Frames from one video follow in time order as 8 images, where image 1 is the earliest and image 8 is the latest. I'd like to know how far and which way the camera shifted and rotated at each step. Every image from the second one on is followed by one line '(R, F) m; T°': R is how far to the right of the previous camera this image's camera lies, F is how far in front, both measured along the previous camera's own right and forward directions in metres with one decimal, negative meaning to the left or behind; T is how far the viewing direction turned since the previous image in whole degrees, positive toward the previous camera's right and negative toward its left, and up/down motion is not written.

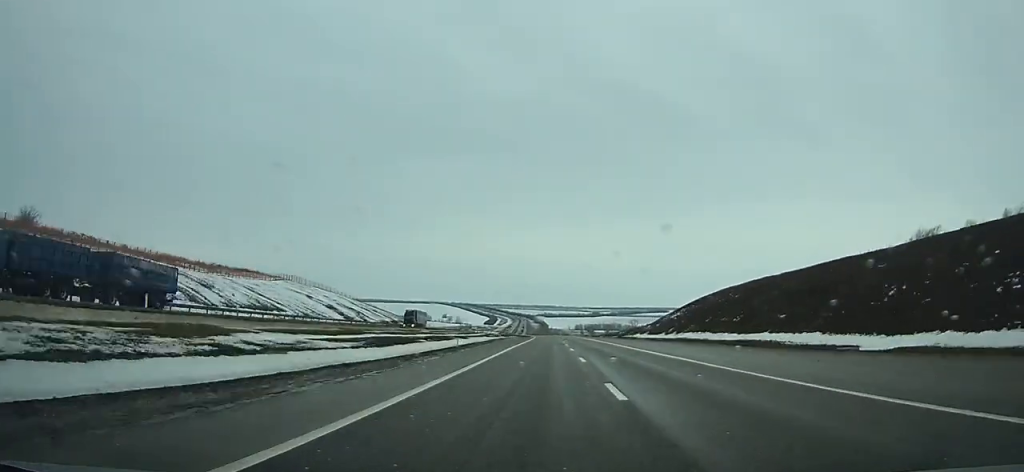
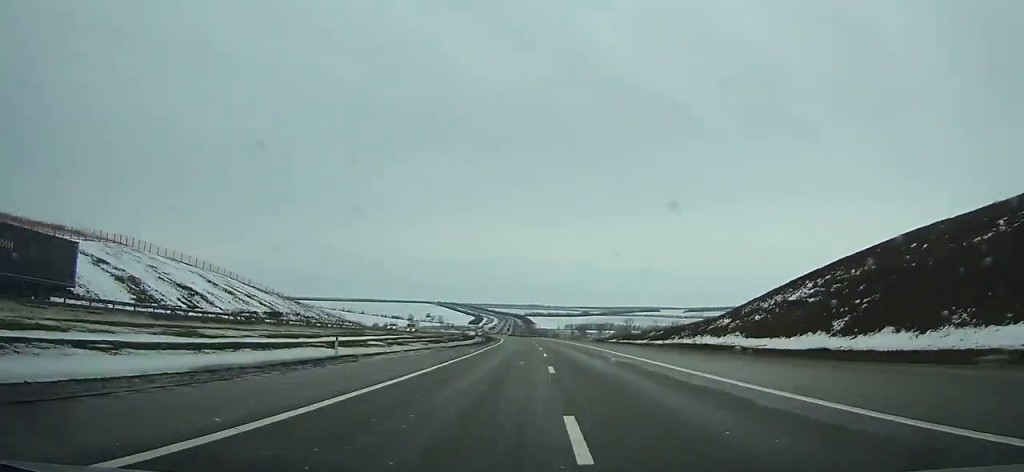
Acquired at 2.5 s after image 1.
(-0.1, +63.4) m; -1°
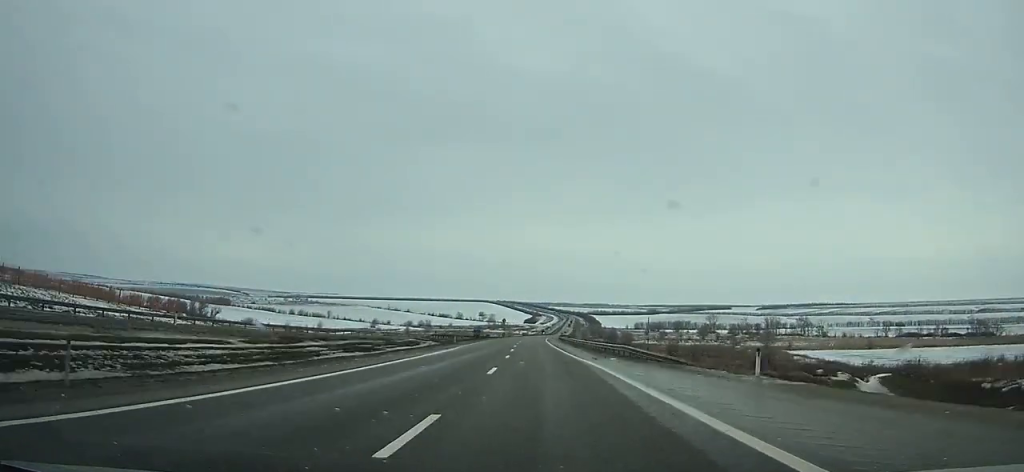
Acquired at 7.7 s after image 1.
(-4.9, +134.2) m; -4°
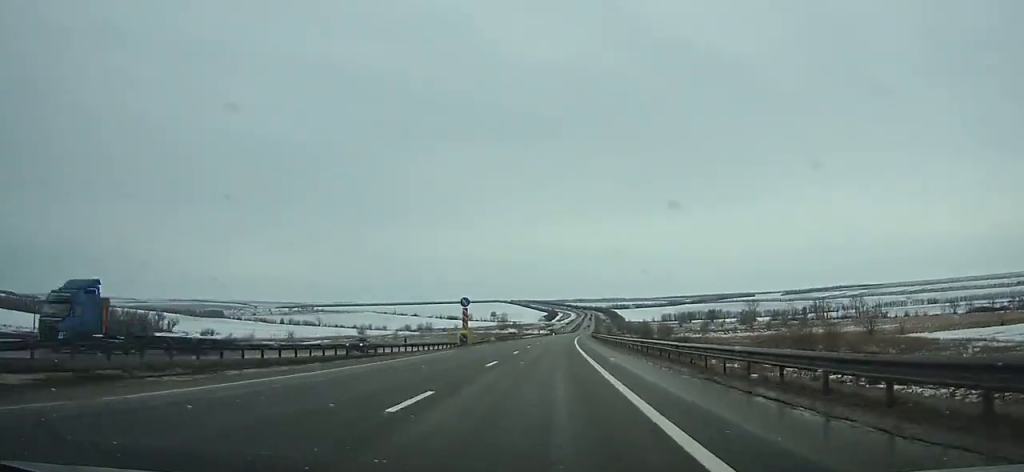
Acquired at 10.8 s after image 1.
(-1.3, +82.0) m; 0°
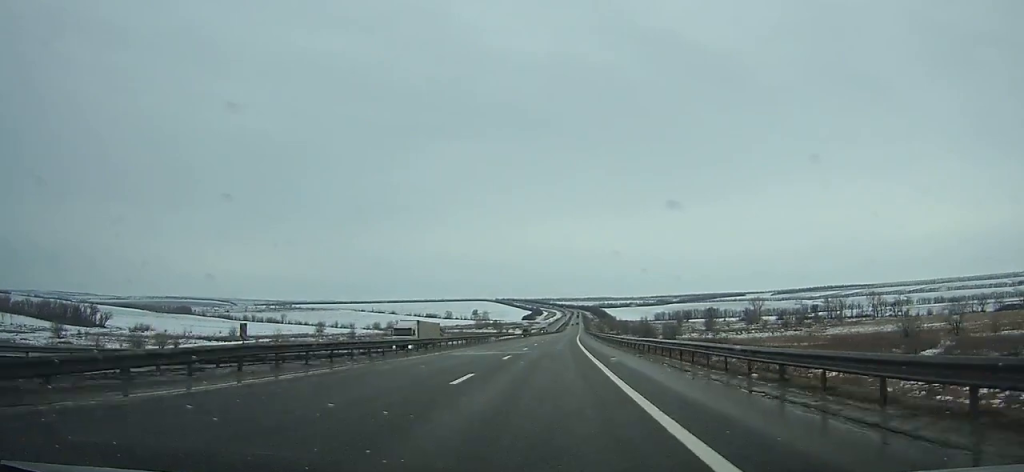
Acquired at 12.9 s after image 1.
(0.0, +56.4) m; +1°
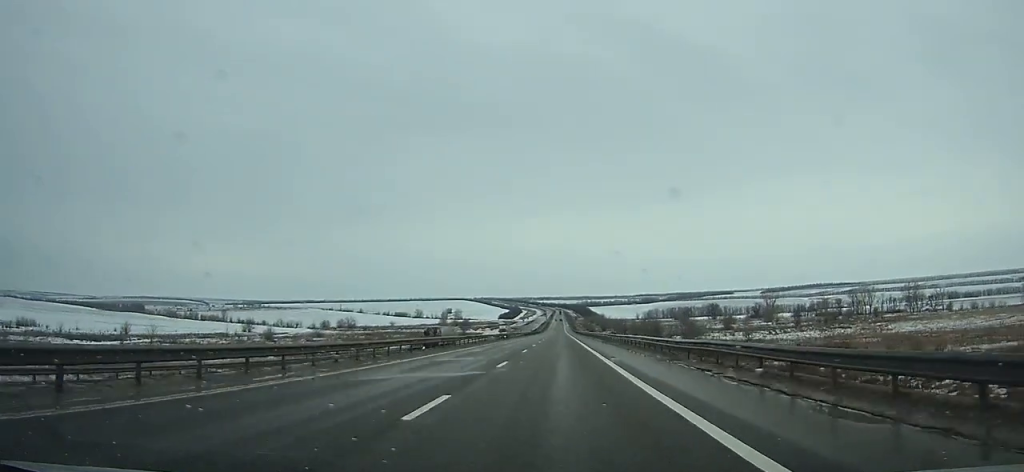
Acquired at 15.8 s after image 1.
(+1.5, +79.0) m; +2°
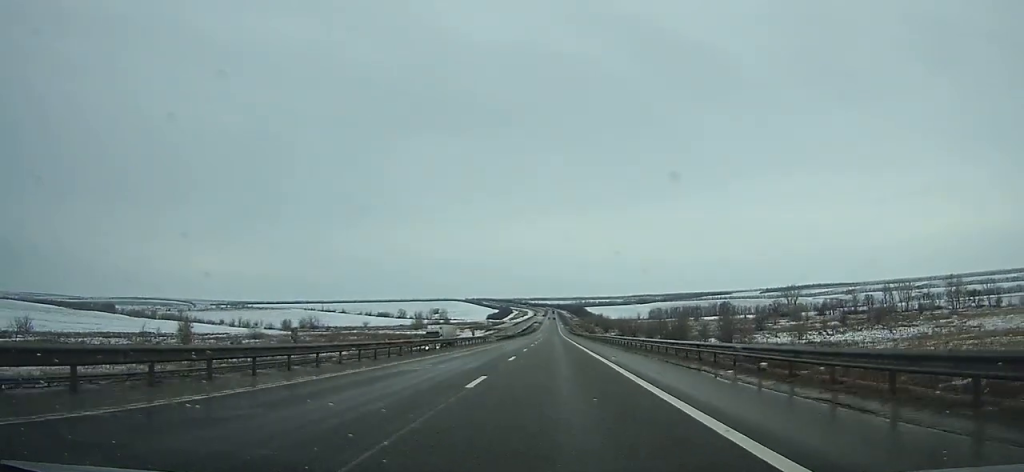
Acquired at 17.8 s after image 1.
(+0.4, +55.0) m; 0°
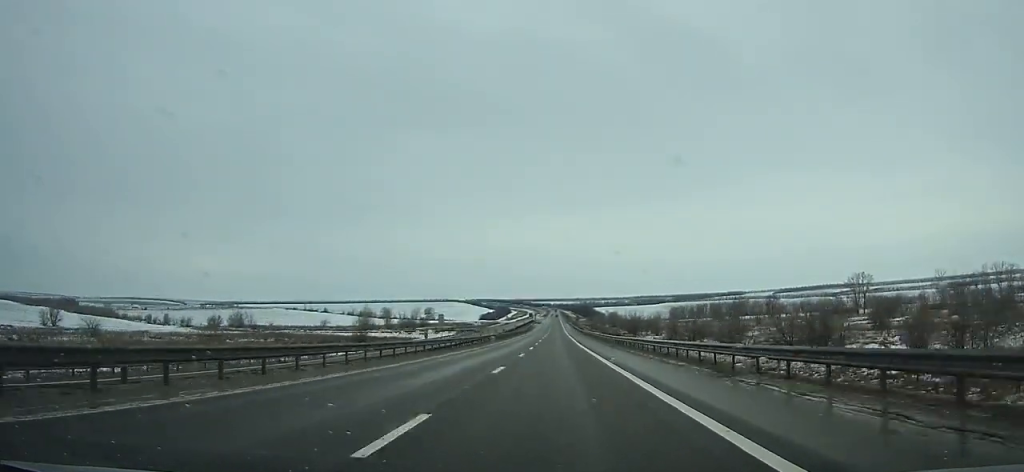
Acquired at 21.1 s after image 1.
(+0.1, +91.3) m; 0°
